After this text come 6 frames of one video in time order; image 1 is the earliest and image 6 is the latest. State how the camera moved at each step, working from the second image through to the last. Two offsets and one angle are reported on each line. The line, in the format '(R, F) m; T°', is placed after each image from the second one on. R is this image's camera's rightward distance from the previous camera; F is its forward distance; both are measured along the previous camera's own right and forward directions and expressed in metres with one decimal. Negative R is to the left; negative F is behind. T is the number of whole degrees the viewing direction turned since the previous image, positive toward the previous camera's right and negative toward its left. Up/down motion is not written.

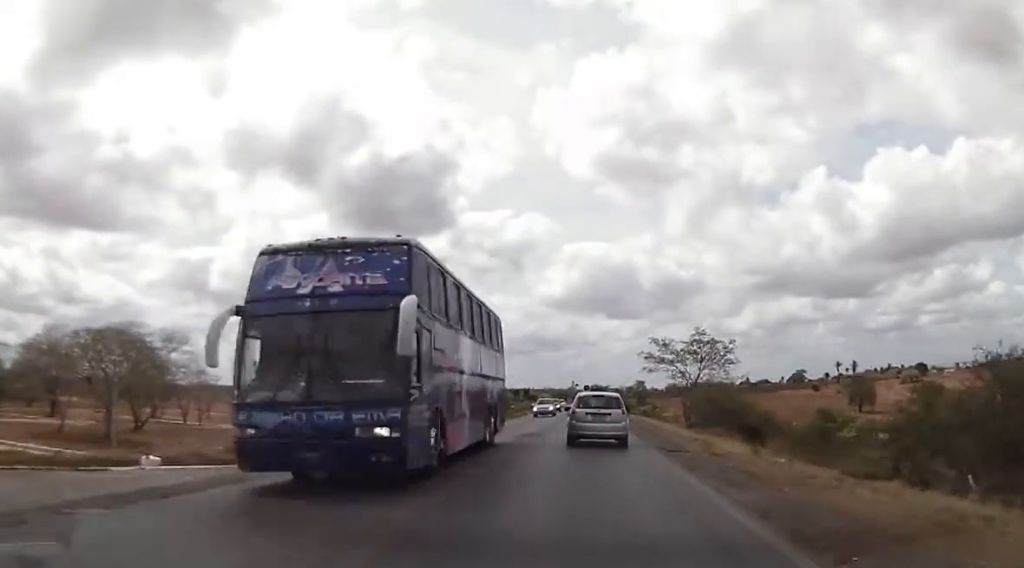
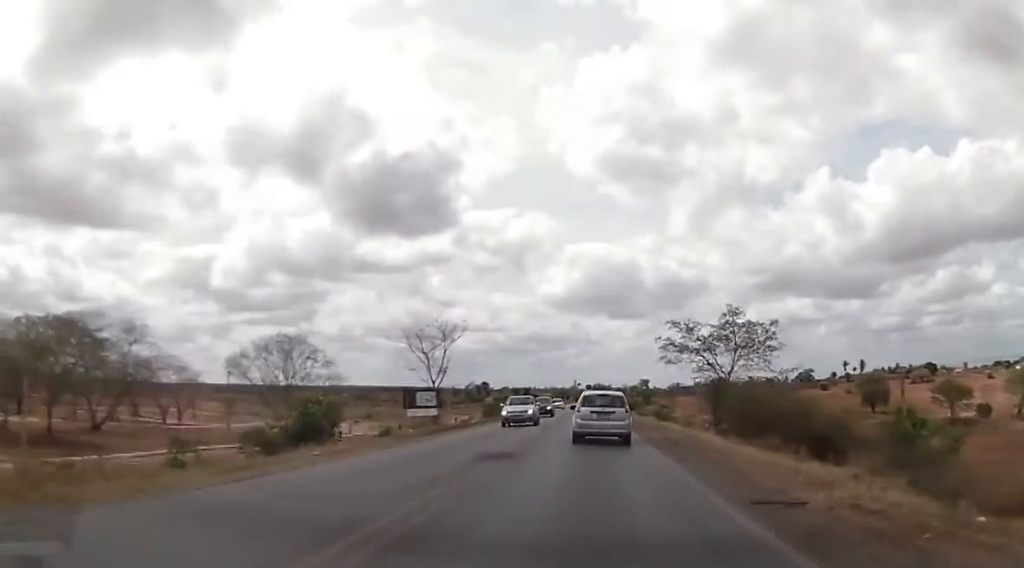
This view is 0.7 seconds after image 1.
(0.0, +10.9) m; -1°
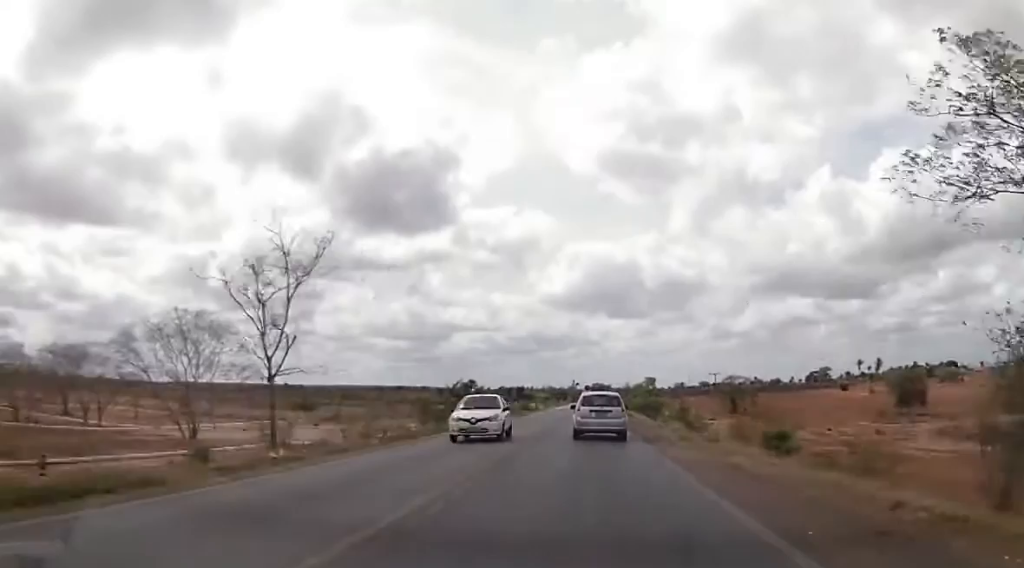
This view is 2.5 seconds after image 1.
(-0.8, +30.7) m; -1°
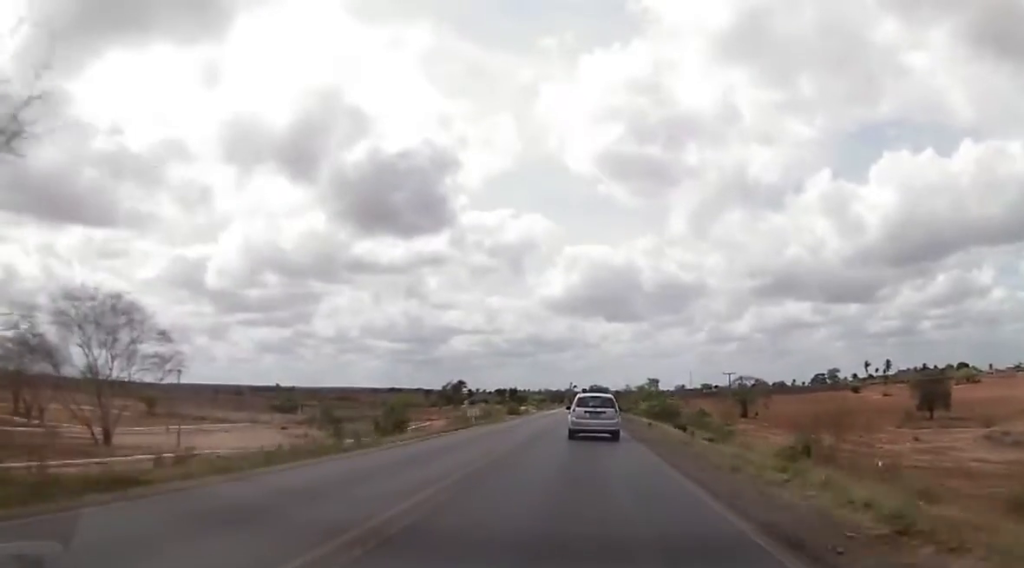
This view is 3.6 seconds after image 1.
(+0.5, +17.5) m; +2°
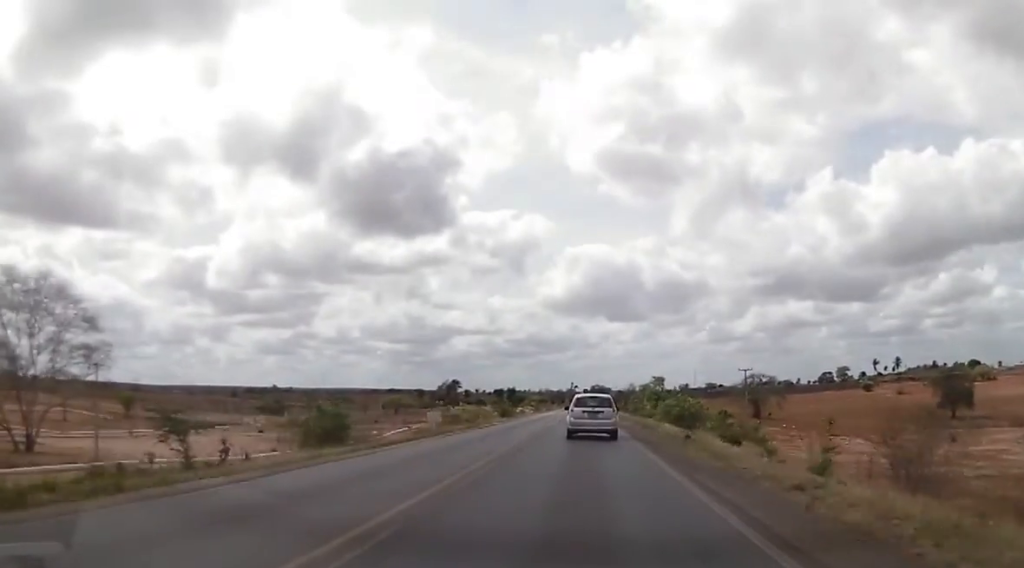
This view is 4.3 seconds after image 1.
(+0.1, +12.6) m; -1°
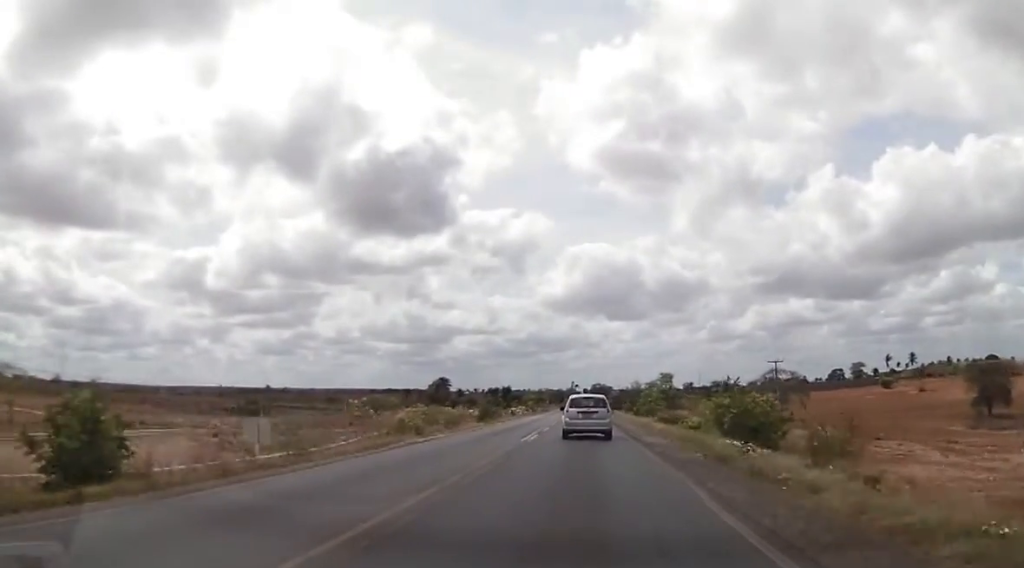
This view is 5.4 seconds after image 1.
(-0.5, +19.2) m; -1°
